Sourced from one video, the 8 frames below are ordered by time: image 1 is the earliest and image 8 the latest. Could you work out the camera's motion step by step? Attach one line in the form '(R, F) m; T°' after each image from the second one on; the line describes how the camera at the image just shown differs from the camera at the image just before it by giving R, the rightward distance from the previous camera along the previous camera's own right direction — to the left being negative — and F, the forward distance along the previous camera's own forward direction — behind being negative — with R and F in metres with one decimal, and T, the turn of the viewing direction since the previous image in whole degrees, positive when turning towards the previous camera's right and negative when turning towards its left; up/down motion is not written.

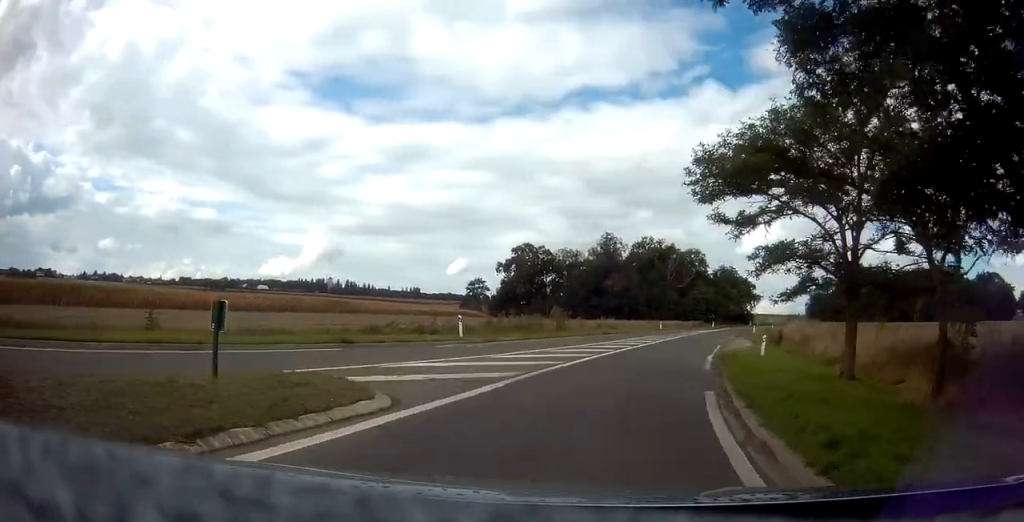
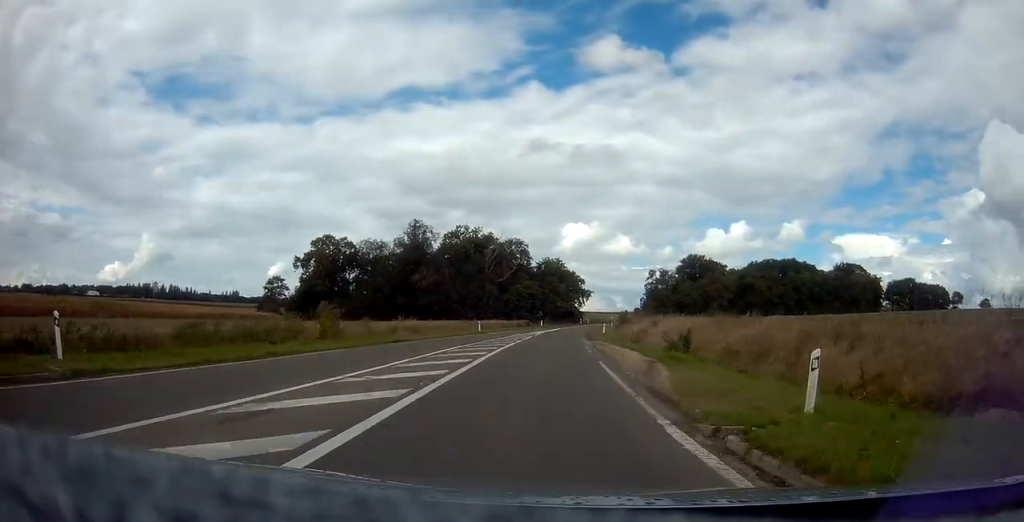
(+3.1, +16.9) m; +19°
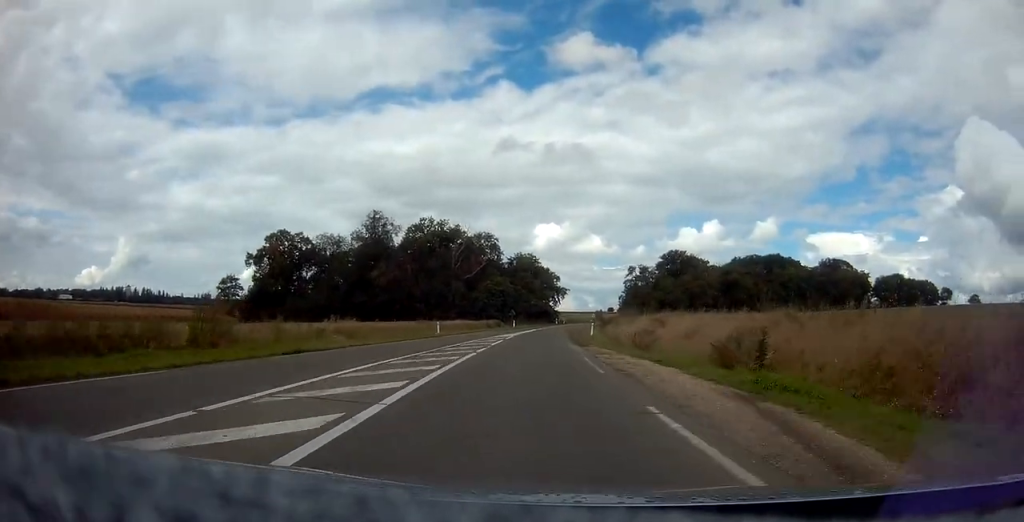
(+0.6, +10.8) m; +2°
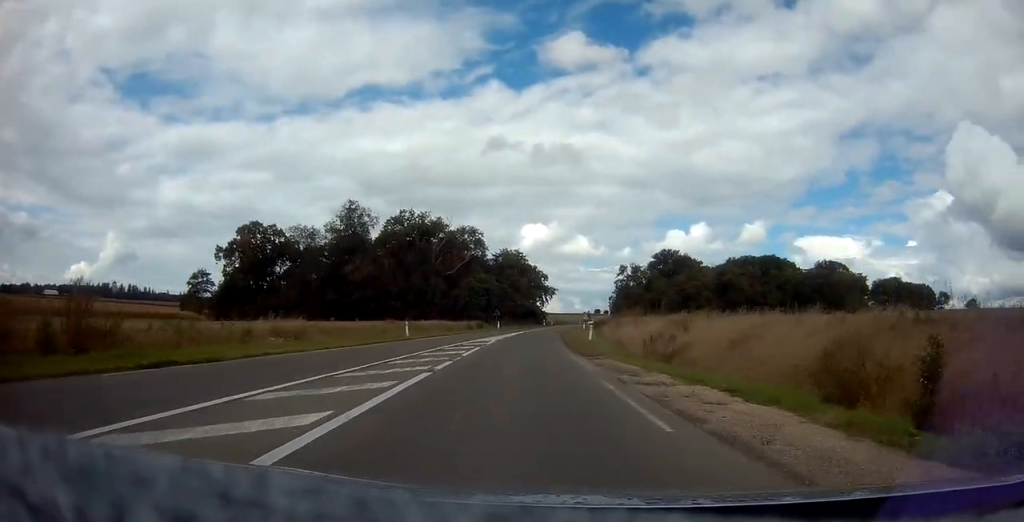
(-0.2, +7.7) m; 0°
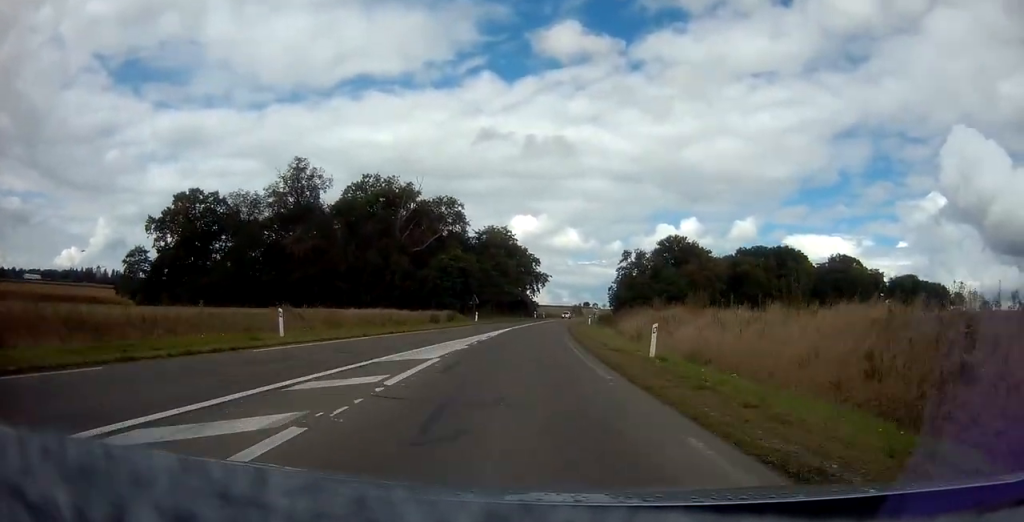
(+0.5, +20.6) m; +3°
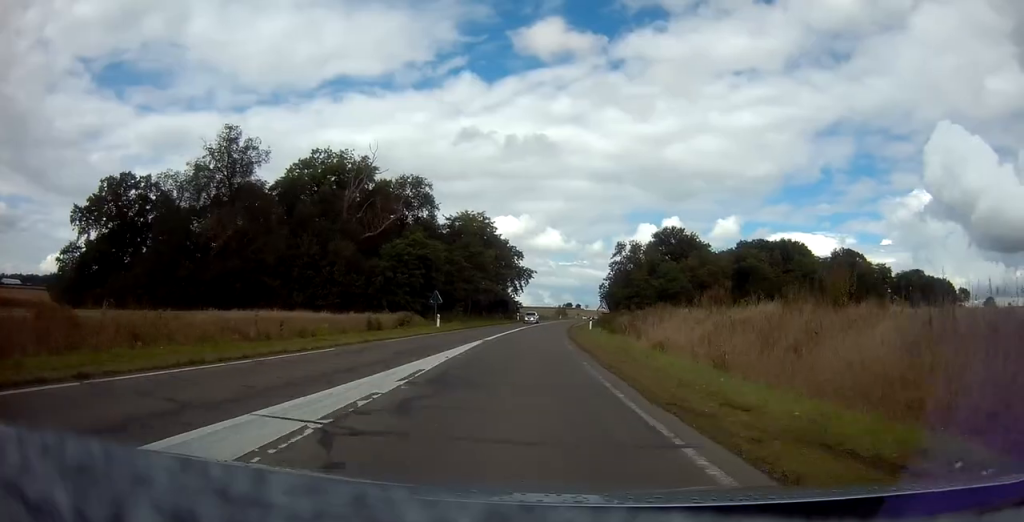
(+0.3, +16.3) m; +2°
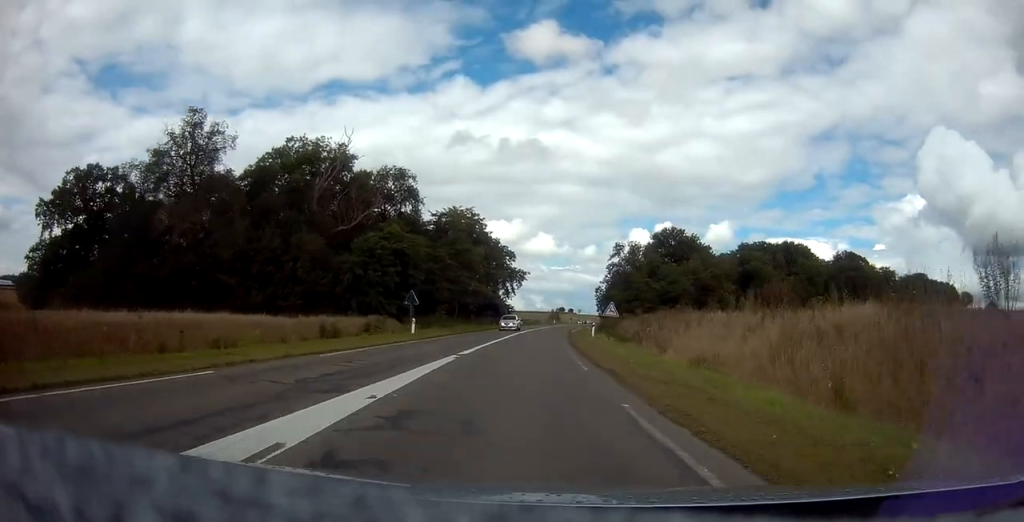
(+0.1, +7.2) m; +1°
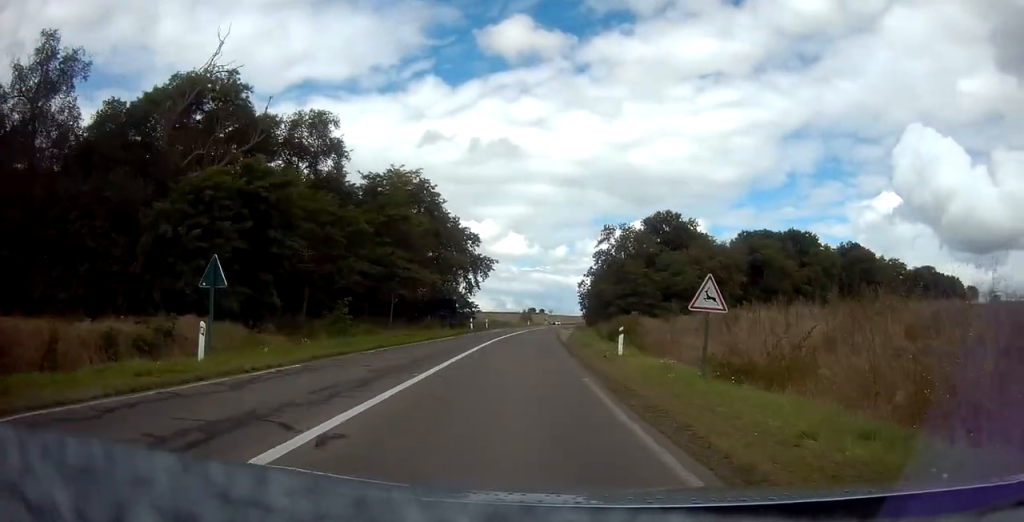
(+0.1, +22.0) m; +1°
